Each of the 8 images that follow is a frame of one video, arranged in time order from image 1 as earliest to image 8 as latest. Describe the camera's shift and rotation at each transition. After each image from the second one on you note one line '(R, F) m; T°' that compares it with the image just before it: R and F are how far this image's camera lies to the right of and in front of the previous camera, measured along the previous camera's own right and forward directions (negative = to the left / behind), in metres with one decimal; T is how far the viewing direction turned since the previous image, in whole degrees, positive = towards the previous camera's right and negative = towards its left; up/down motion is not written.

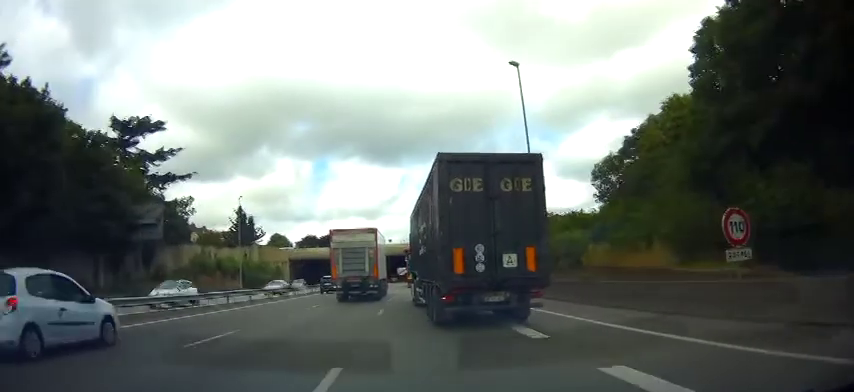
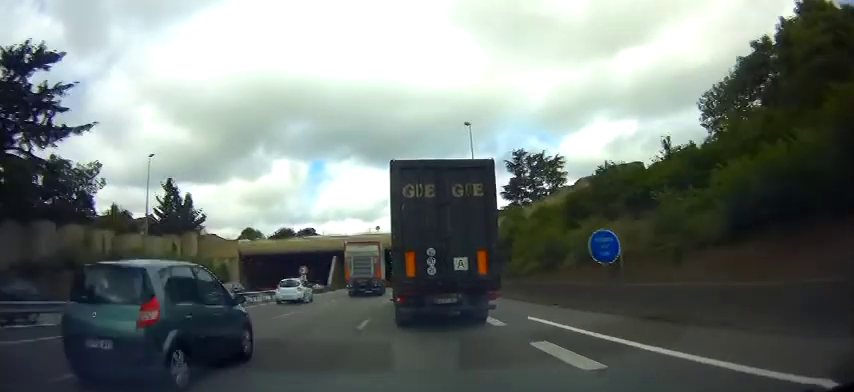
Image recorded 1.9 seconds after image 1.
(-0.2, +29.5) m; +1°
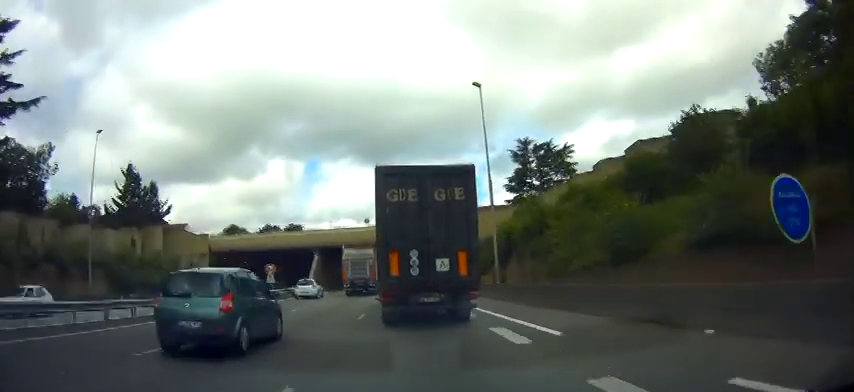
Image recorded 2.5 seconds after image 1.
(+0.2, +10.1) m; +1°
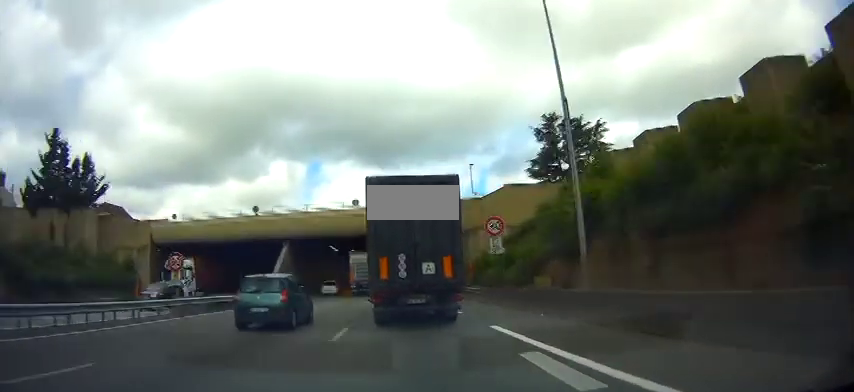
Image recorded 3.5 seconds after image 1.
(0.0, +16.8) m; -2°
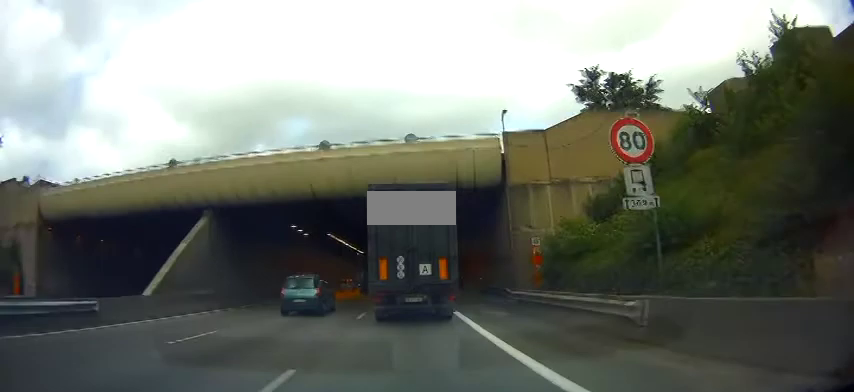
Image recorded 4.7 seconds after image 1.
(-0.5, +19.1) m; 0°
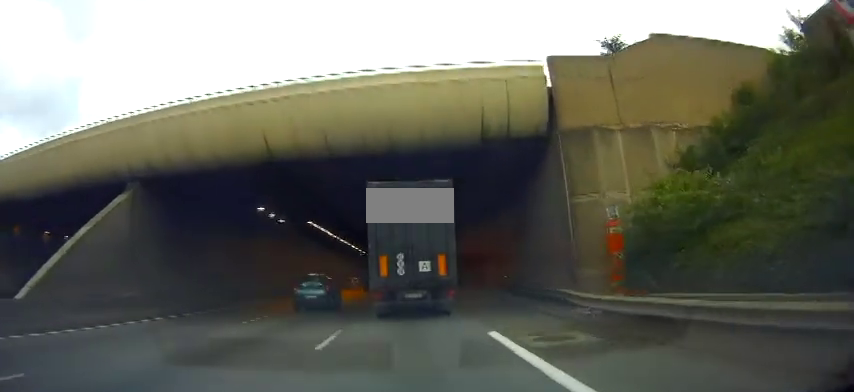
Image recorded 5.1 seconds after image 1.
(+0.2, +8.1) m; +1°
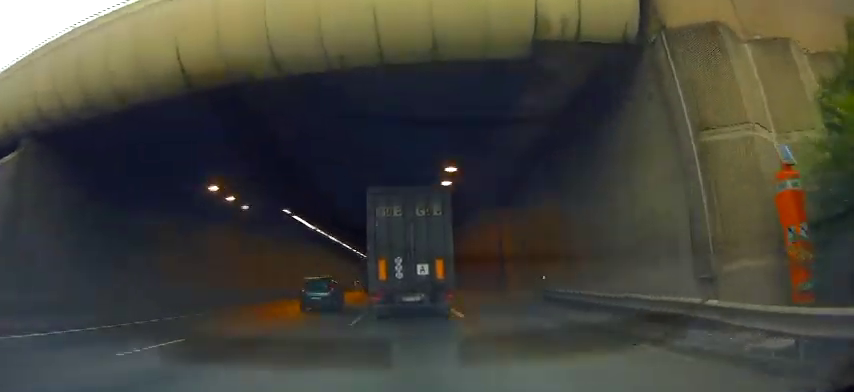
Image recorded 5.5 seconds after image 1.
(0.0, +6.9) m; +1°
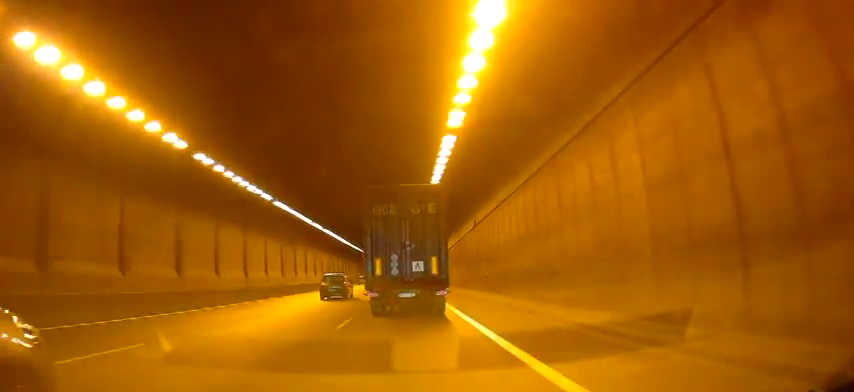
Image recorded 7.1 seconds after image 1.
(-0.3, +27.1) m; -3°
